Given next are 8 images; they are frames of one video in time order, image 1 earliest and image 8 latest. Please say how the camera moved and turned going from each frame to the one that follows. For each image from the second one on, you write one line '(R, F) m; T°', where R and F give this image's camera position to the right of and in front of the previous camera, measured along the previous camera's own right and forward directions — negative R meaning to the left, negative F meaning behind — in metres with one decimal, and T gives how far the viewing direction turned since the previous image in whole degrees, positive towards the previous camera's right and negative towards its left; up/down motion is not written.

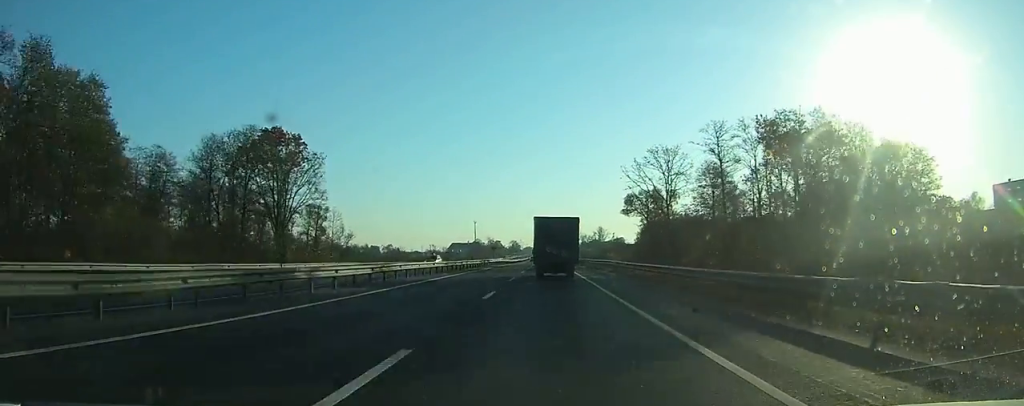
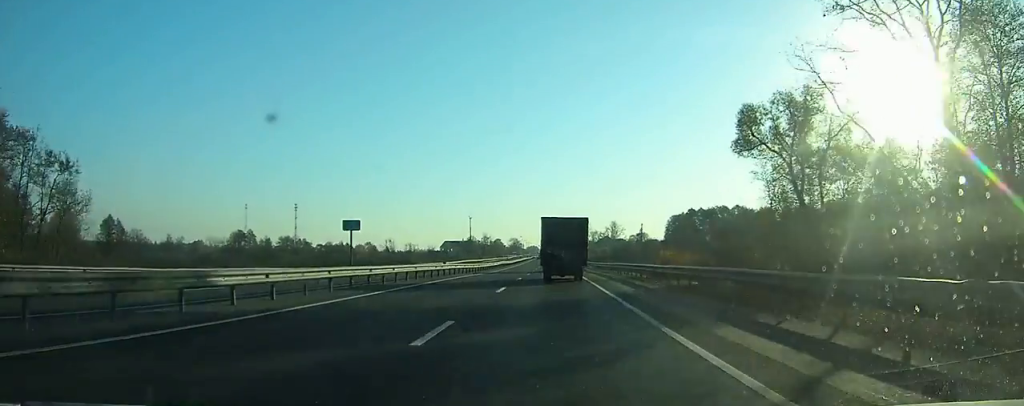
(-0.2, +60.6) m; -1°
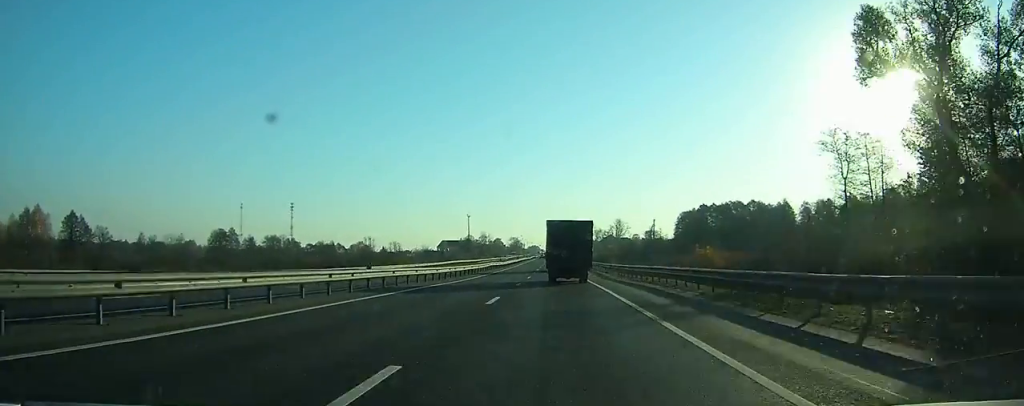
(-0.1, +17.5) m; 0°
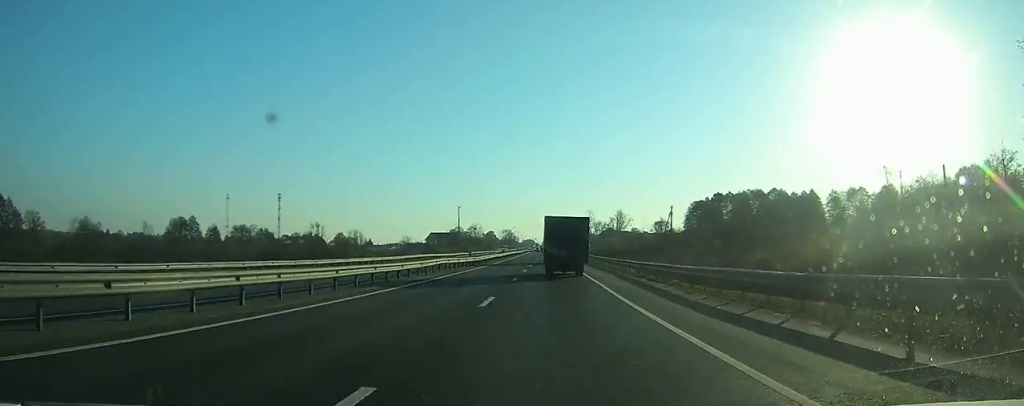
(0.0, +25.8) m; 0°
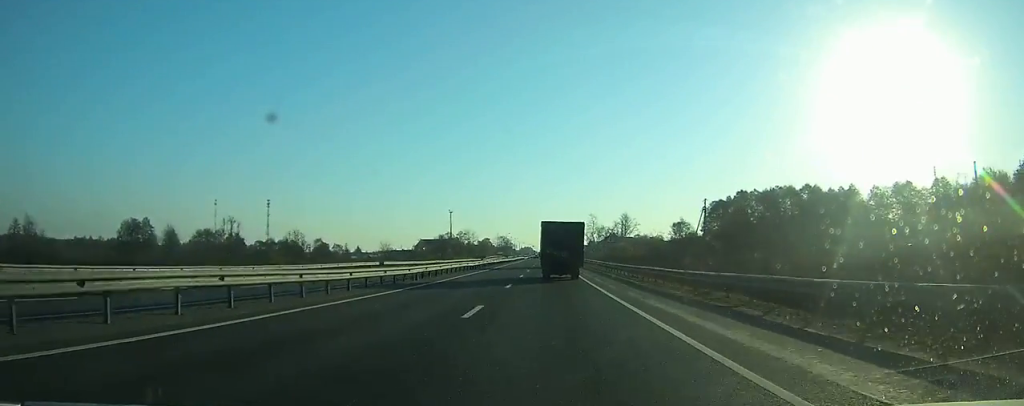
(0.0, +26.6) m; 0°
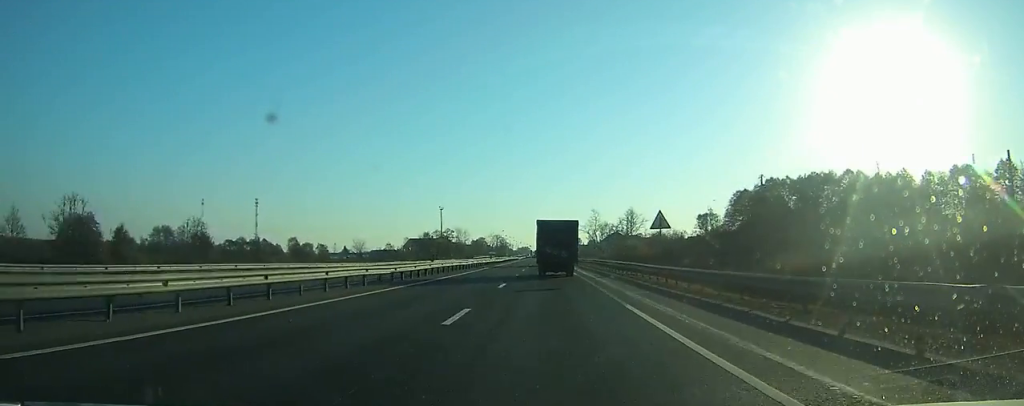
(+0.1, +25.7) m; +1°
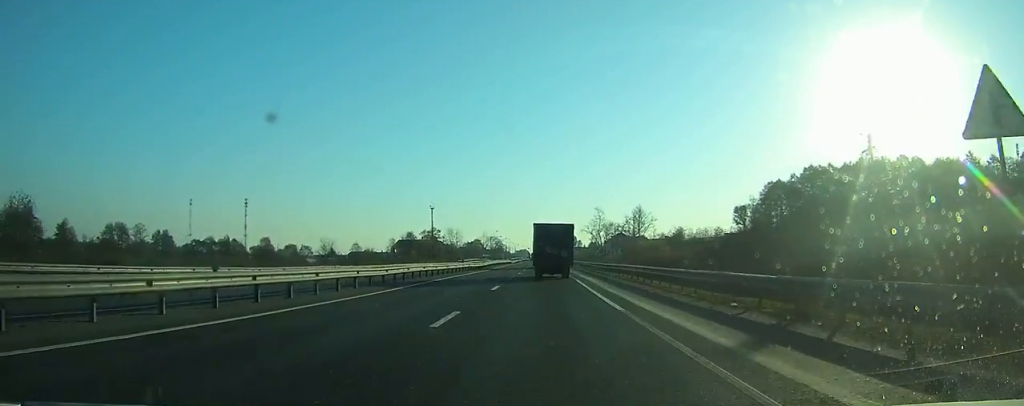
(+0.1, +24.3) m; 0°
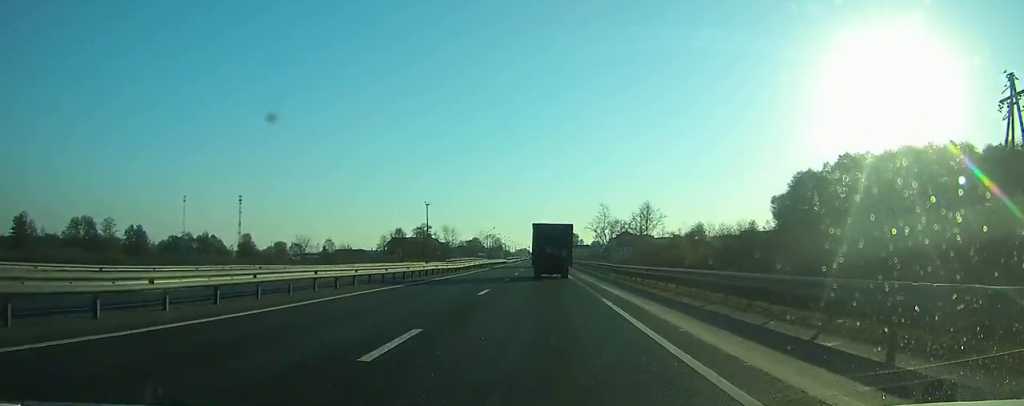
(0.0, +15.7) m; 0°
